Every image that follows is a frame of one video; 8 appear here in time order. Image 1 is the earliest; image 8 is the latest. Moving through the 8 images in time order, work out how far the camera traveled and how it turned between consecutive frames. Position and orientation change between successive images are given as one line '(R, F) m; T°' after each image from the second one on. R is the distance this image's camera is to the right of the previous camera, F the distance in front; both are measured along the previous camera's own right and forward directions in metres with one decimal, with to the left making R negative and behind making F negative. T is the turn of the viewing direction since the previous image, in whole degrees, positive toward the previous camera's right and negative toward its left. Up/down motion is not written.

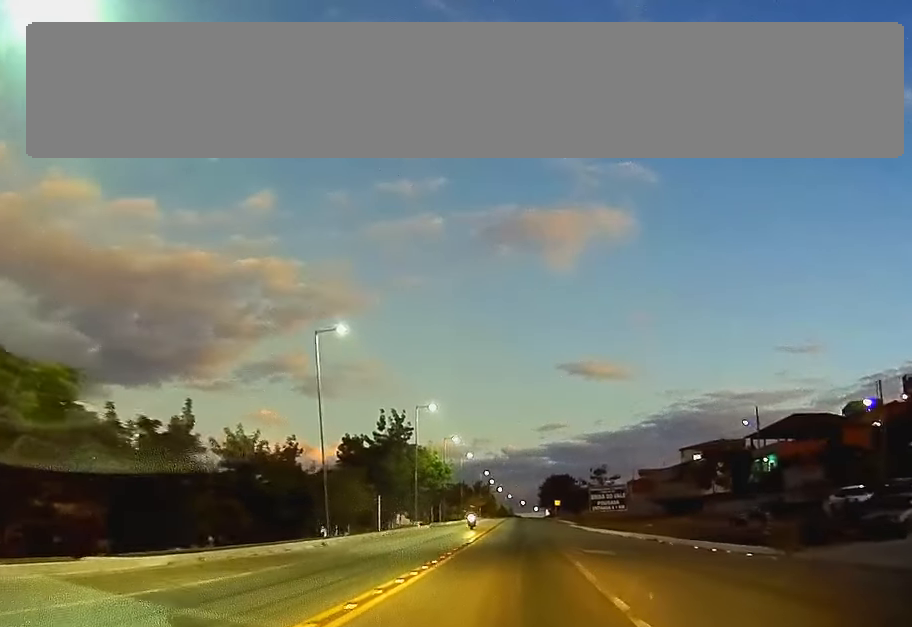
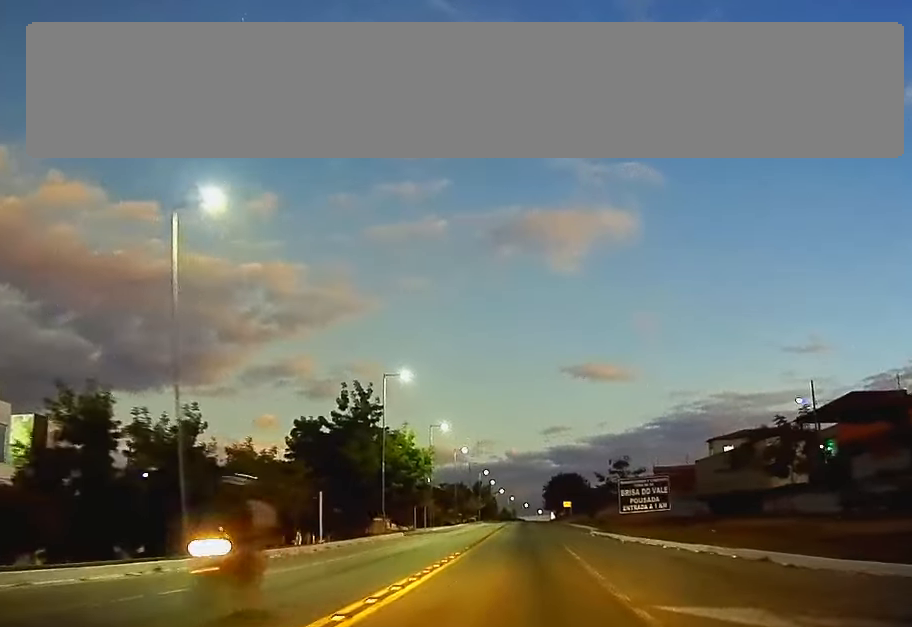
(-0.2, +18.3) m; -1°
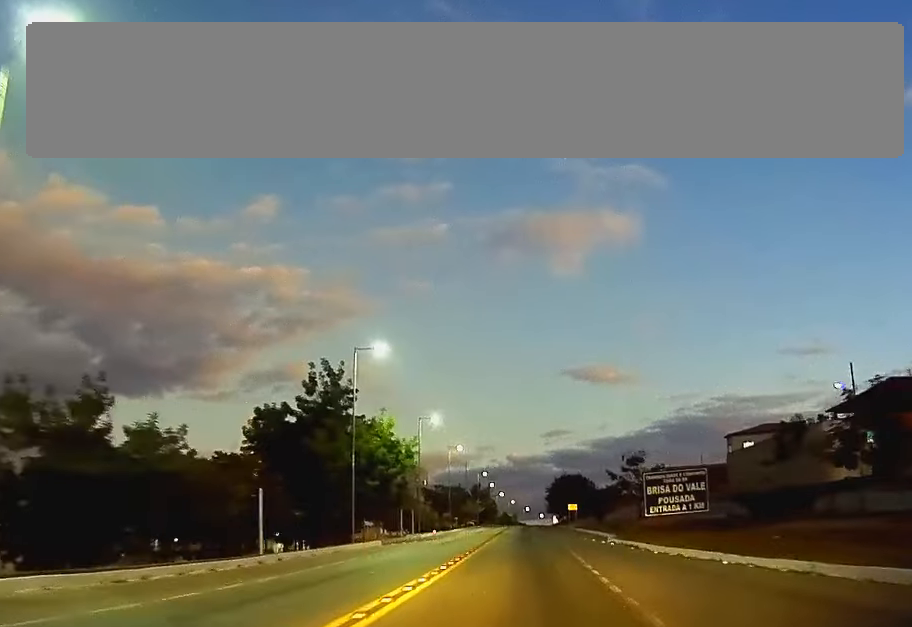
(0.0, +10.0) m; 0°
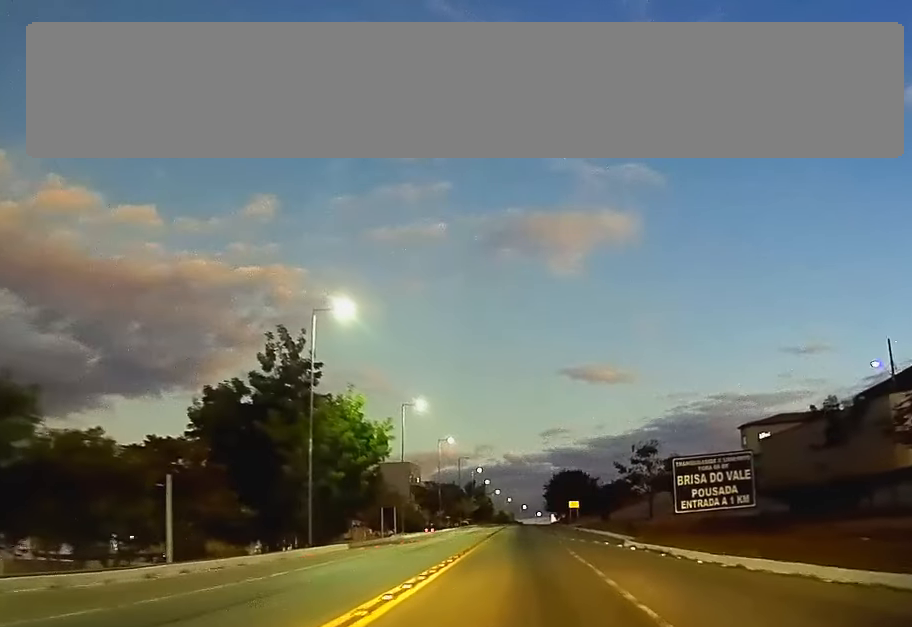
(0.0, +8.5) m; 0°
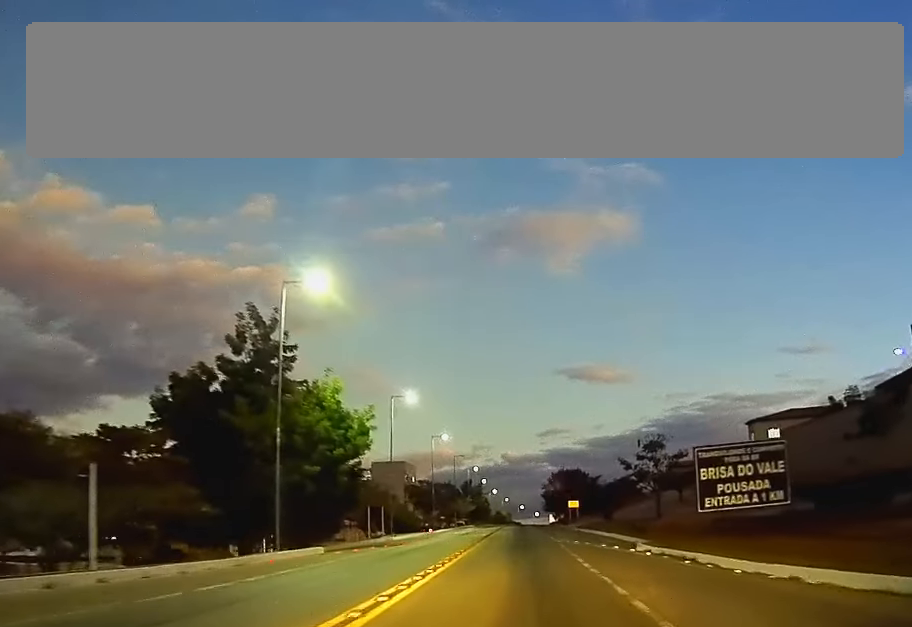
(0.0, +4.4) m; 0°
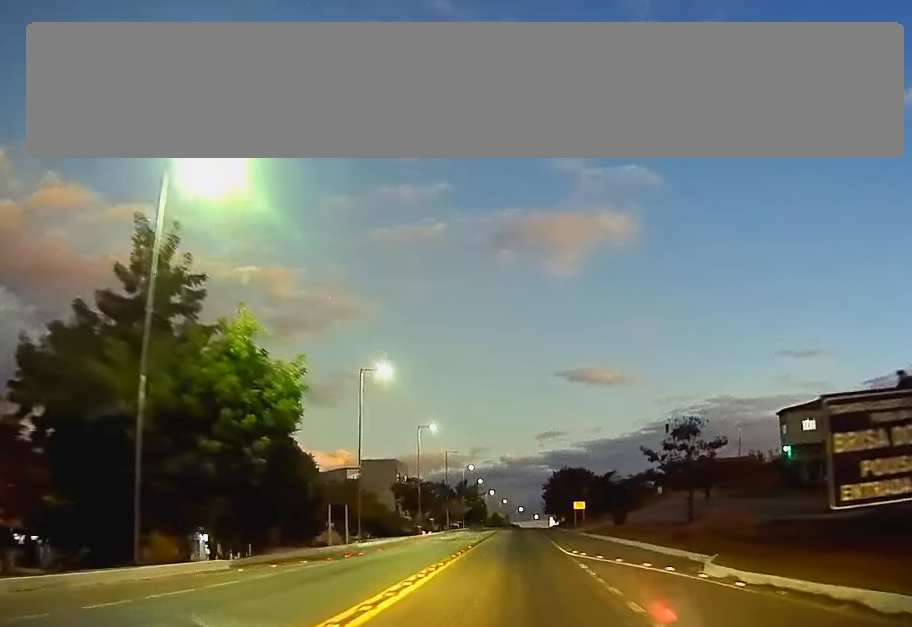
(0.0, +11.6) m; 0°
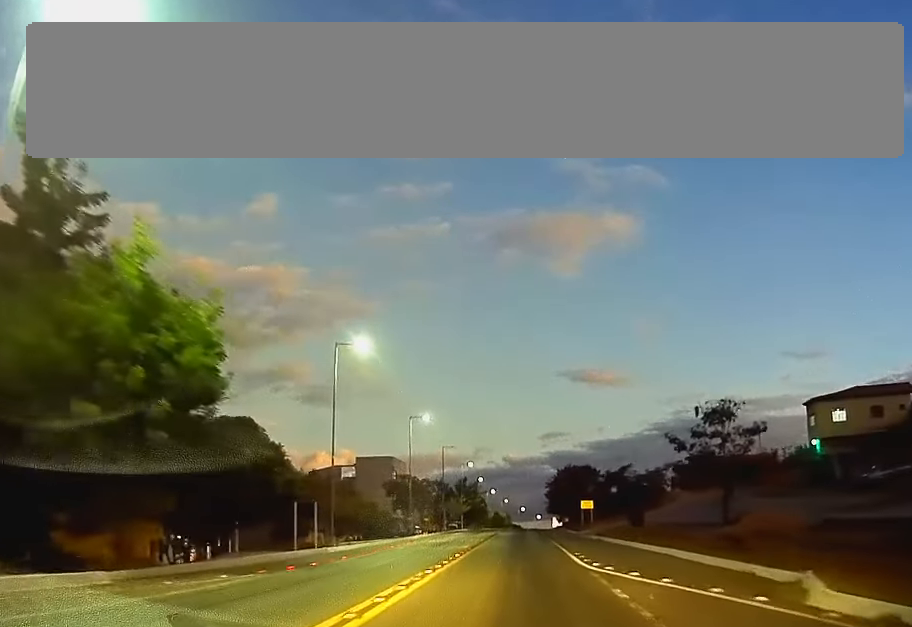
(0.0, +7.6) m; 0°
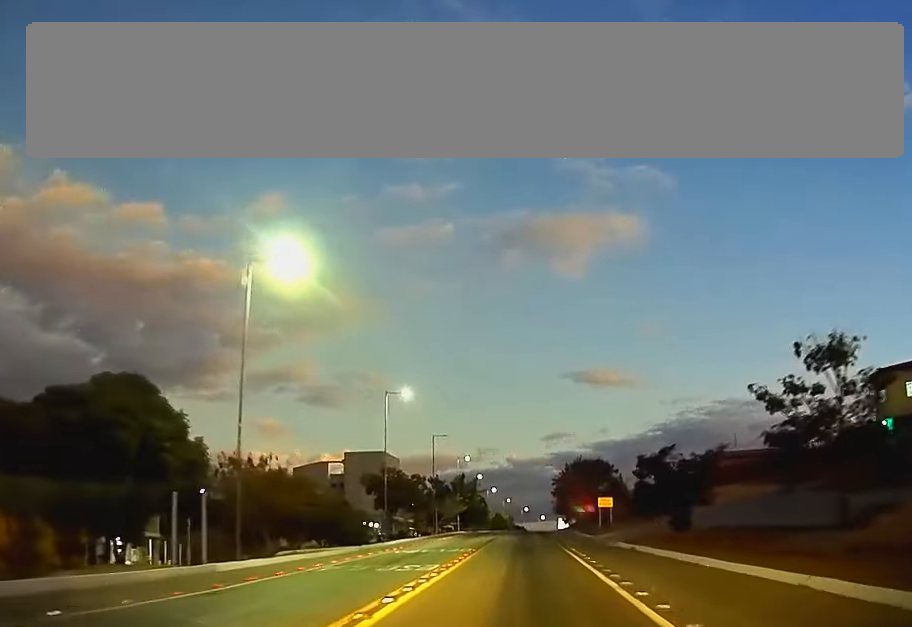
(+0.1, +14.8) m; 0°
